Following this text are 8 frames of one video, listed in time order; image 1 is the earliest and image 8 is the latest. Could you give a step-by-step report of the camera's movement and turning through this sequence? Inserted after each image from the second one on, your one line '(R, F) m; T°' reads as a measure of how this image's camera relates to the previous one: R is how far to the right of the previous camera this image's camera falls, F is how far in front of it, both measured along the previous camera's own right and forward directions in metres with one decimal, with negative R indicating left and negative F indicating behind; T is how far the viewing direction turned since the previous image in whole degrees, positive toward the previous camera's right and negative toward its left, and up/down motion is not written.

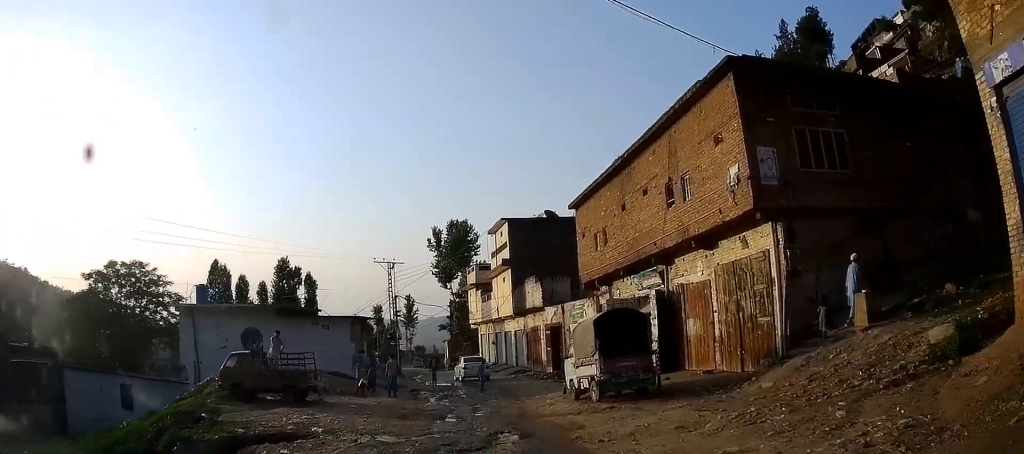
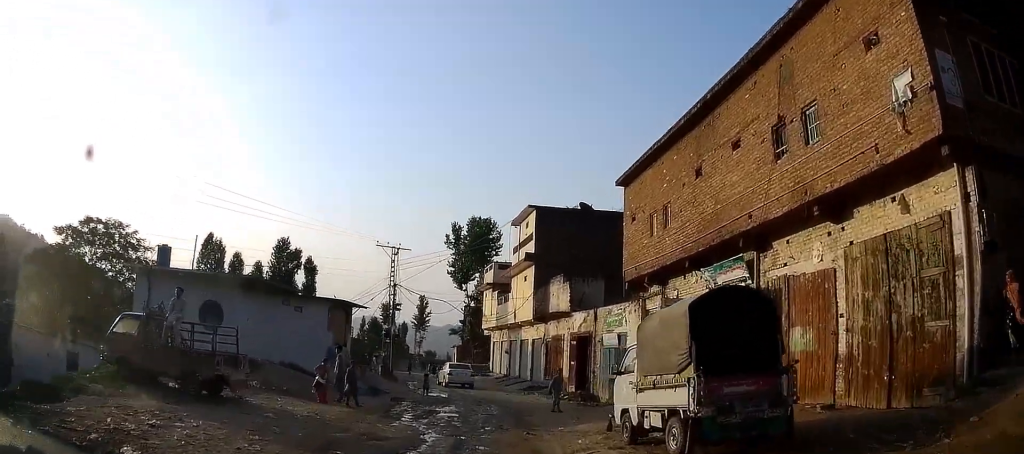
(+0.2, +6.8) m; +4°
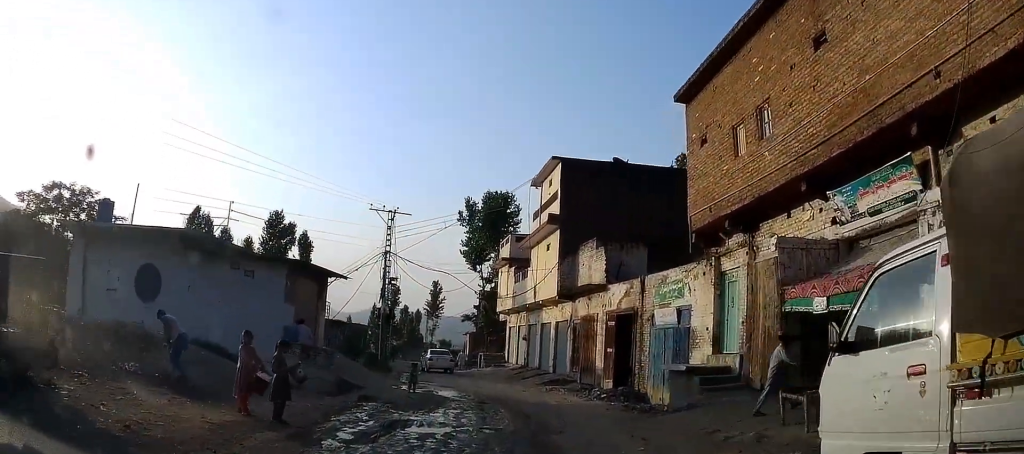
(+0.4, +8.0) m; +1°
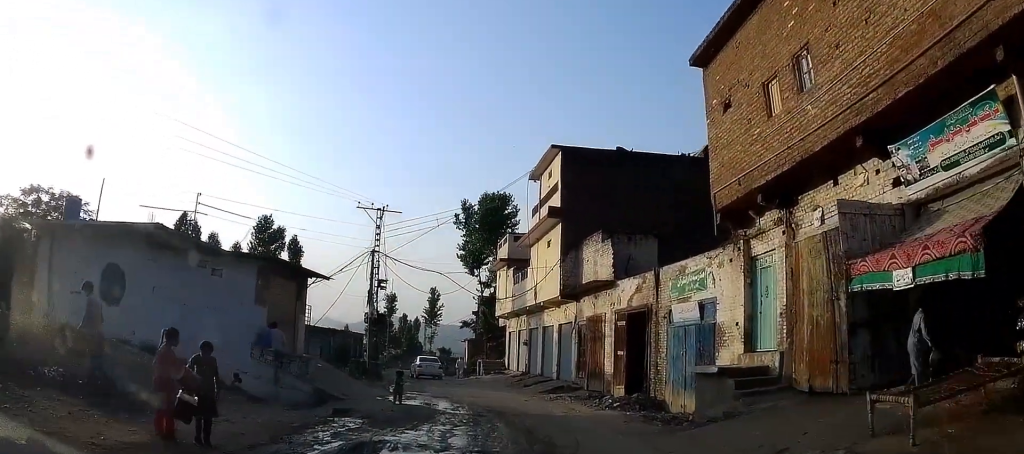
(-0.2, +2.7) m; 0°
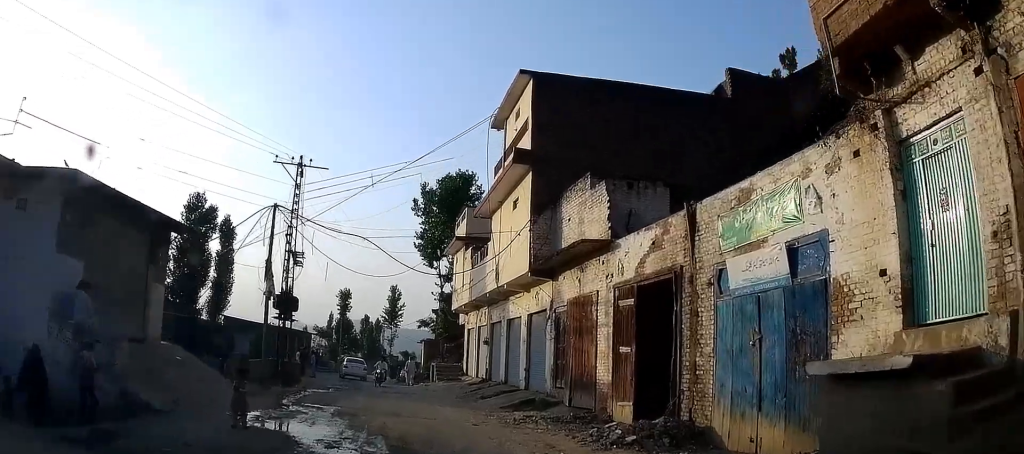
(+0.1, +7.3) m; -3°
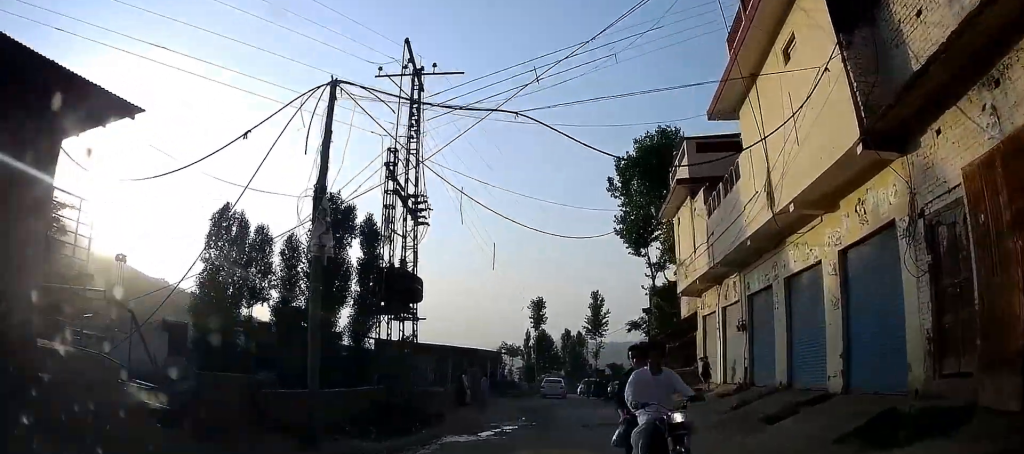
(-1.3, +8.9) m; -16°
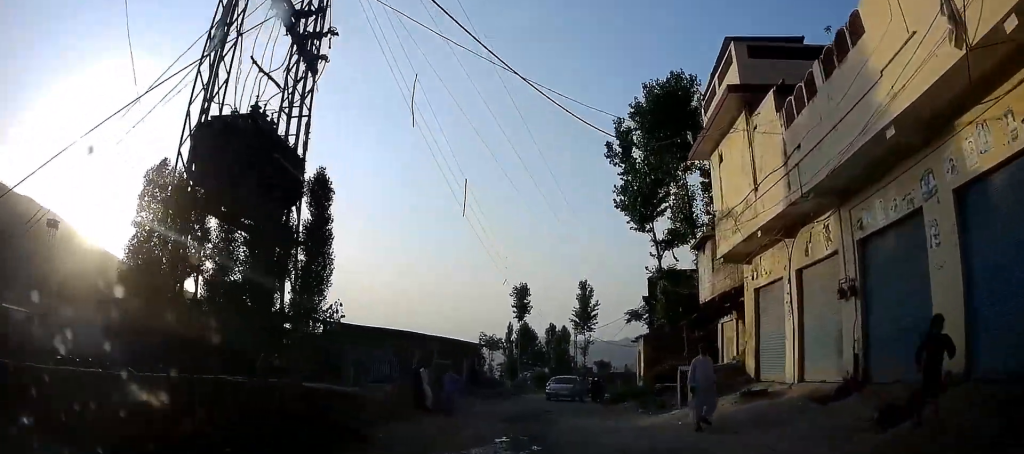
(-0.6, +6.5) m; -3°
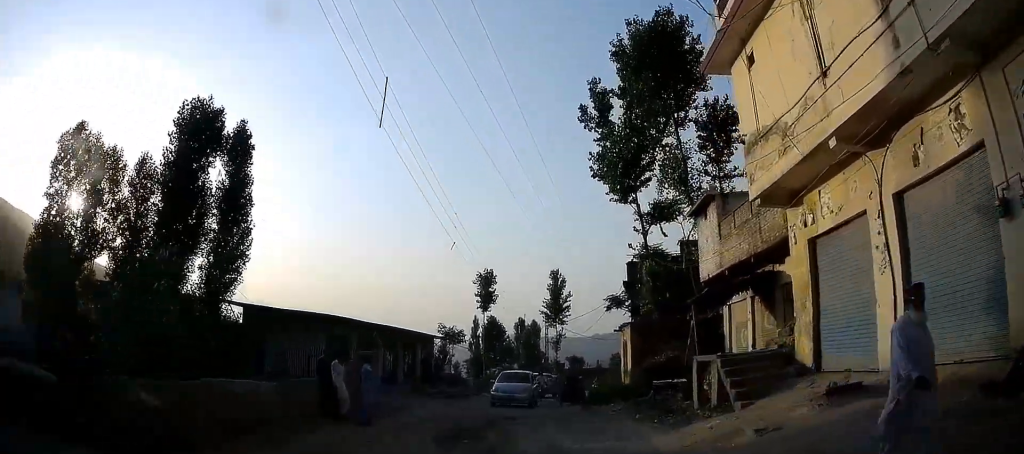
(+0.1, +5.0) m; +2°
